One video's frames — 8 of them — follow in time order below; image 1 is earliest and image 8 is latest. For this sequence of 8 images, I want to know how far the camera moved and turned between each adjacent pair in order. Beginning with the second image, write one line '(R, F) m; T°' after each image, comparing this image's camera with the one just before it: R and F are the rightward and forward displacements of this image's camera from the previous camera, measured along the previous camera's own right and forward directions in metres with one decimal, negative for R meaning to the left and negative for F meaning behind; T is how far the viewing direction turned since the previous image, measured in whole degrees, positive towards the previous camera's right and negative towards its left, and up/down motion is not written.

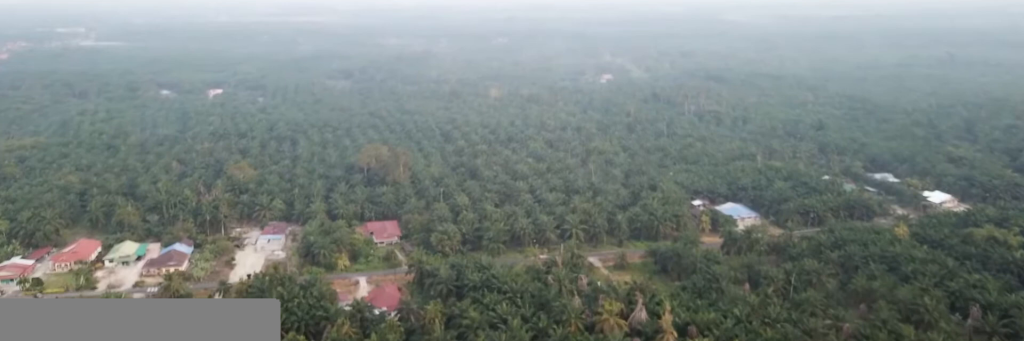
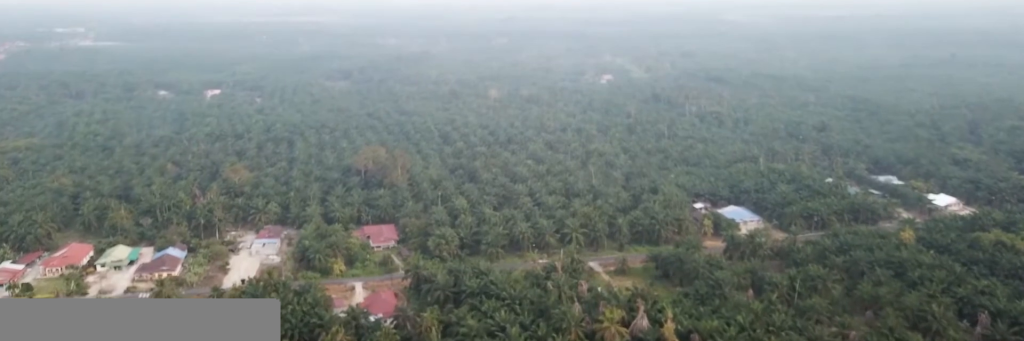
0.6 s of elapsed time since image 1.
(0.0, +5.4) m; 0°
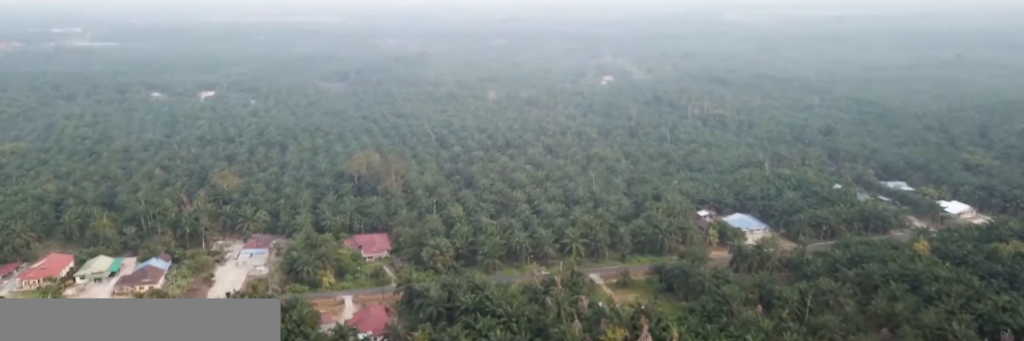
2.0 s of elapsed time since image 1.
(0.0, +13.0) m; 0°
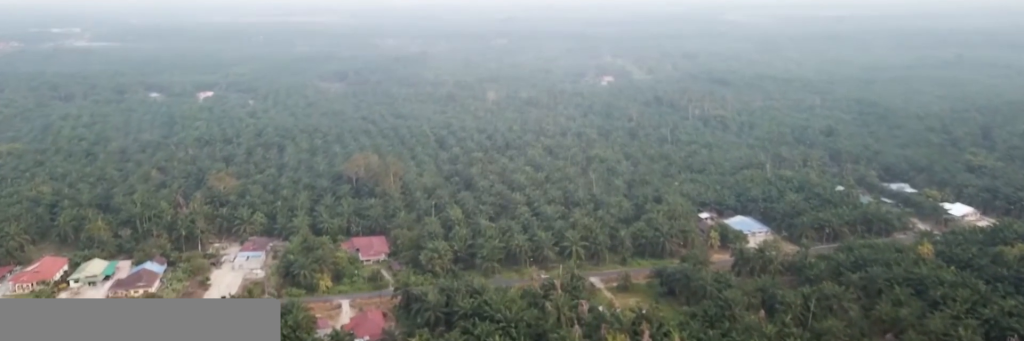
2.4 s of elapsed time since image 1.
(0.0, +3.6) m; 0°
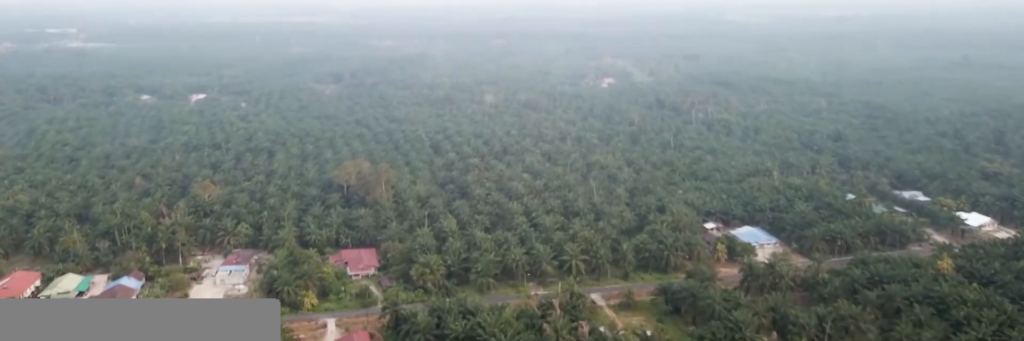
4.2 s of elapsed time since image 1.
(-0.1, +16.0) m; -1°
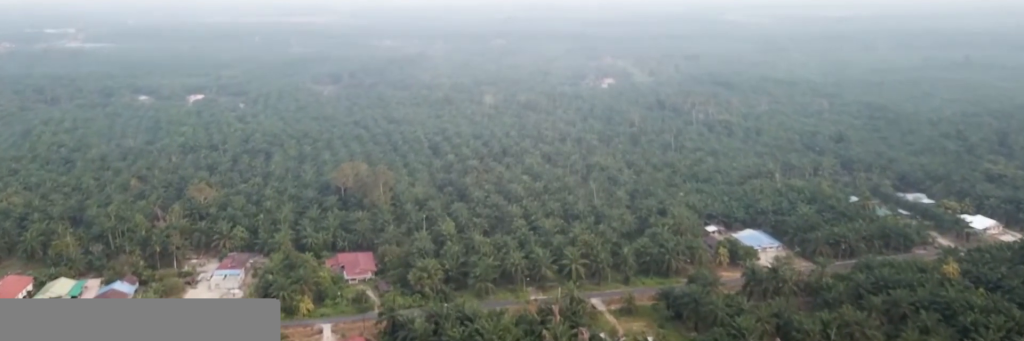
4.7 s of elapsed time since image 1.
(-0.1, +4.5) m; +1°
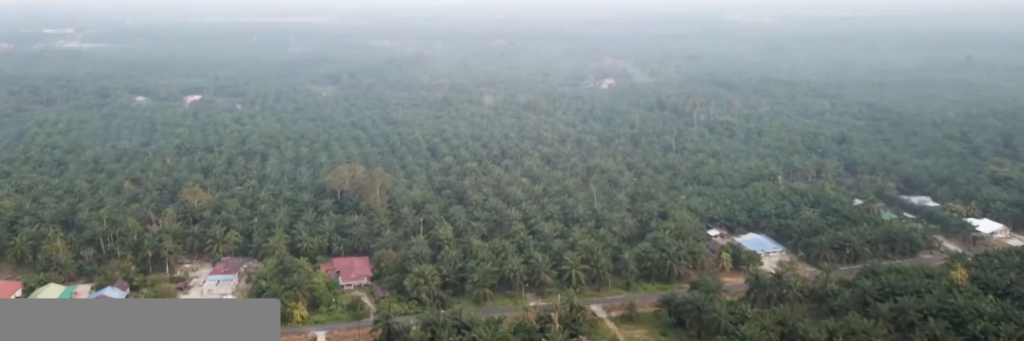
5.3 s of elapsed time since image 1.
(+0.1, +5.7) m; +1°
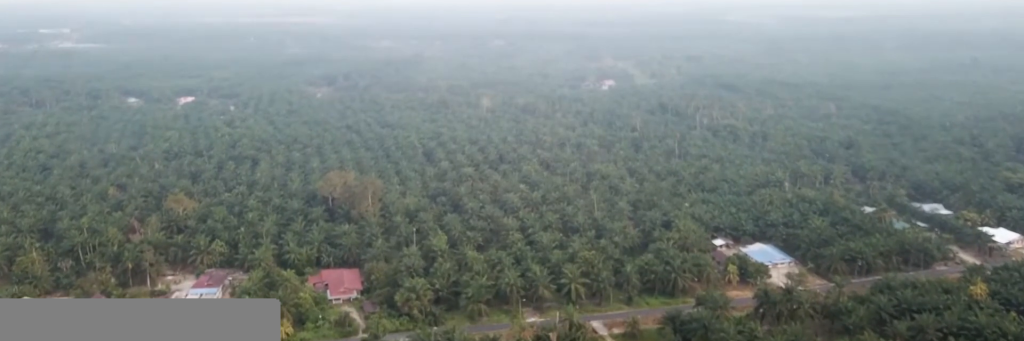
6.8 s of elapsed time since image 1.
(+0.1, +13.1) m; -1°
